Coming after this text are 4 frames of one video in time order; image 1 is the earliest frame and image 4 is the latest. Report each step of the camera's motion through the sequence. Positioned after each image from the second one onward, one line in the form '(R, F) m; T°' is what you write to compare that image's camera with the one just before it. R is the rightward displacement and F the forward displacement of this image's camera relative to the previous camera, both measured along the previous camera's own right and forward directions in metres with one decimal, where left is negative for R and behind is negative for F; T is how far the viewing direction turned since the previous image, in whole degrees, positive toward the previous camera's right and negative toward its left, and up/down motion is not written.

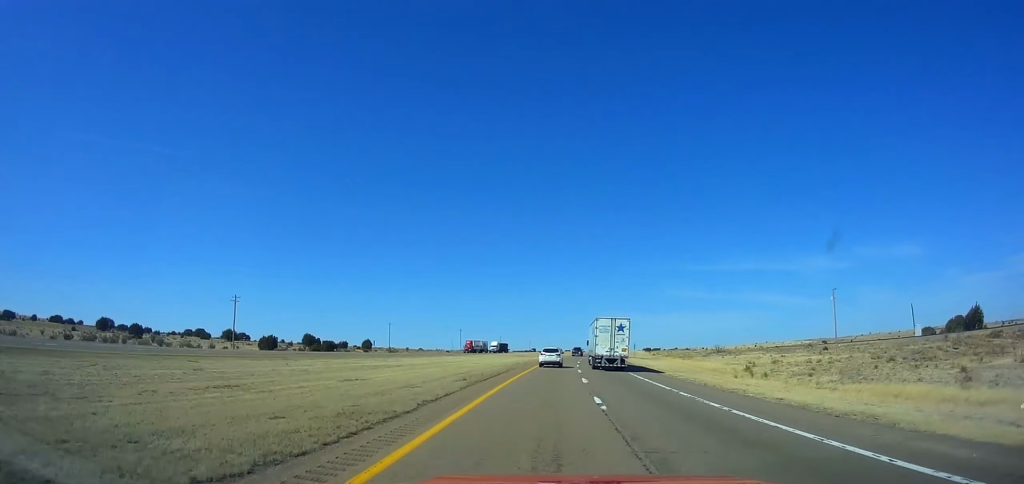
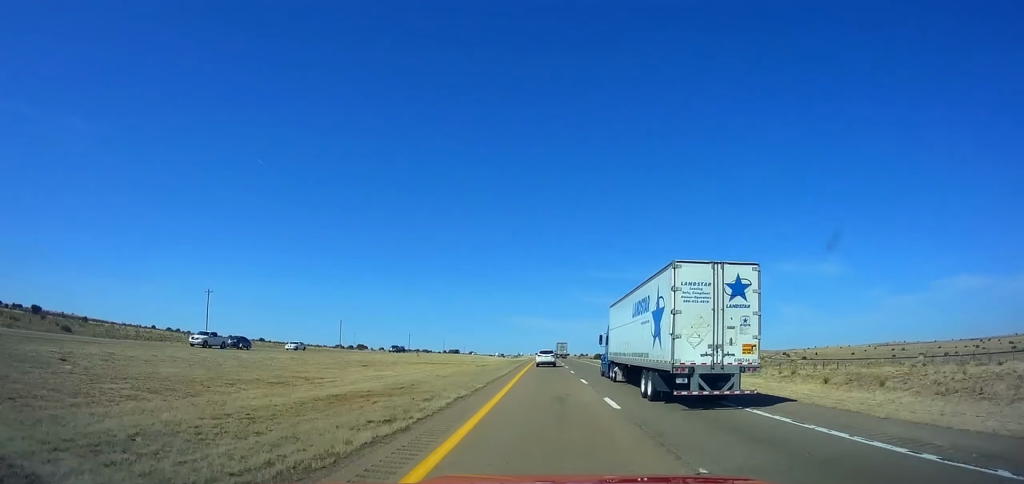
(+11.6, +157.4) m; +7°
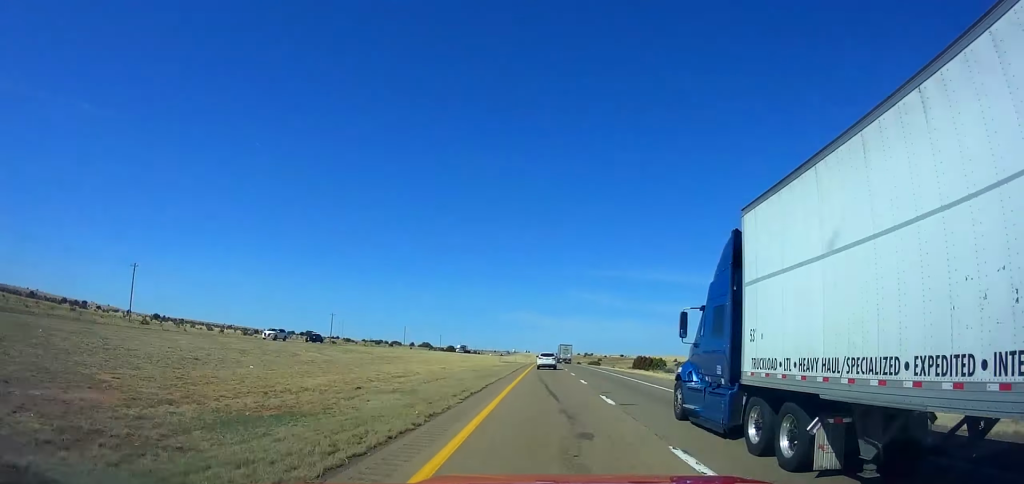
(+2.5, +106.8) m; +2°
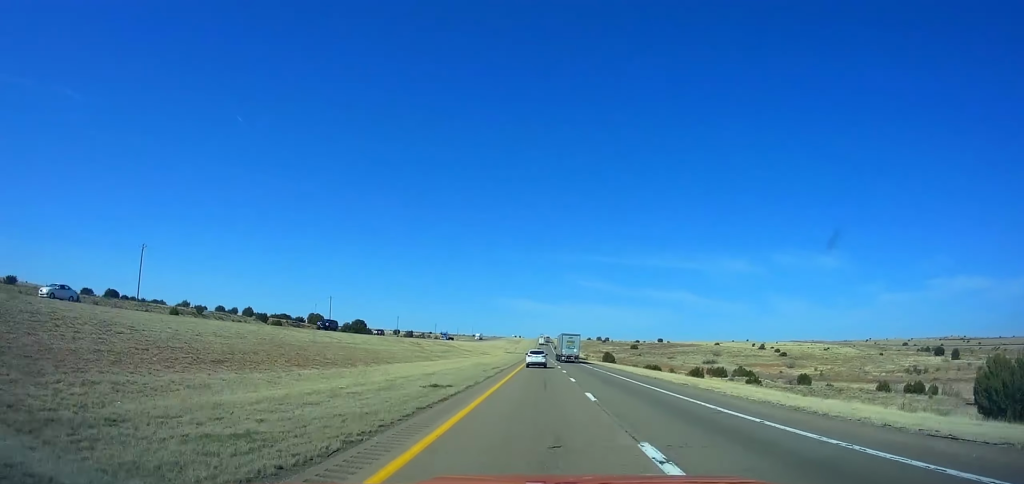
(+0.5, +194.0) m; 0°
